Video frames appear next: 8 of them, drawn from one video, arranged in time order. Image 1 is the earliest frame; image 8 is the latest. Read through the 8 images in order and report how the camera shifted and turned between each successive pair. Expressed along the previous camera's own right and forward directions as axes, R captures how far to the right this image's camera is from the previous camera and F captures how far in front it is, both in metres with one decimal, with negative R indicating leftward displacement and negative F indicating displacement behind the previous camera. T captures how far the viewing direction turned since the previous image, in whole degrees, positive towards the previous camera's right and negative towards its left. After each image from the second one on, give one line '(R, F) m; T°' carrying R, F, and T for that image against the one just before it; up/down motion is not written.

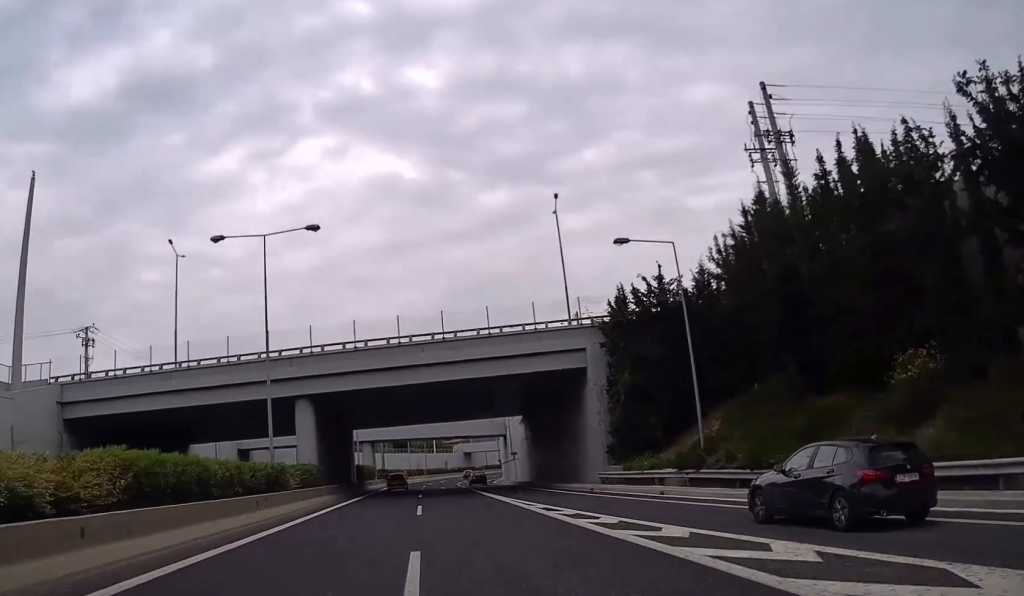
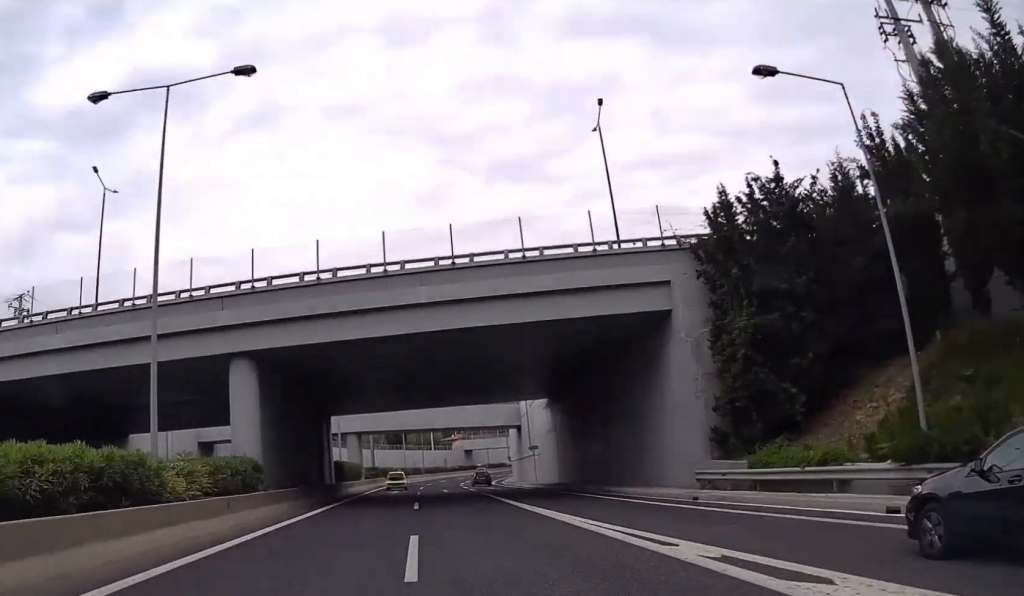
(0.0, +15.0) m; 0°
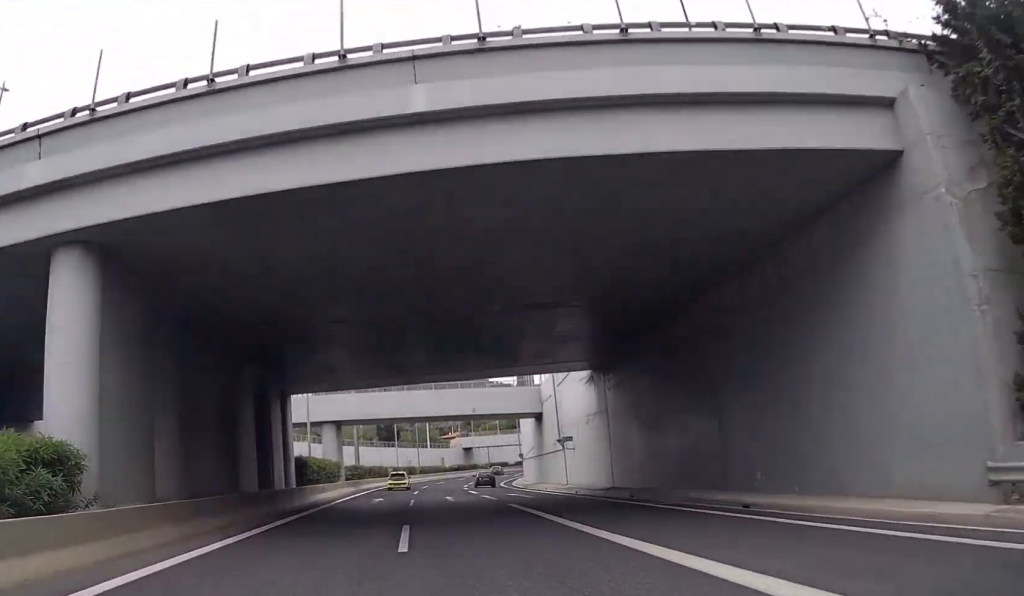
(+0.1, +15.9) m; 0°
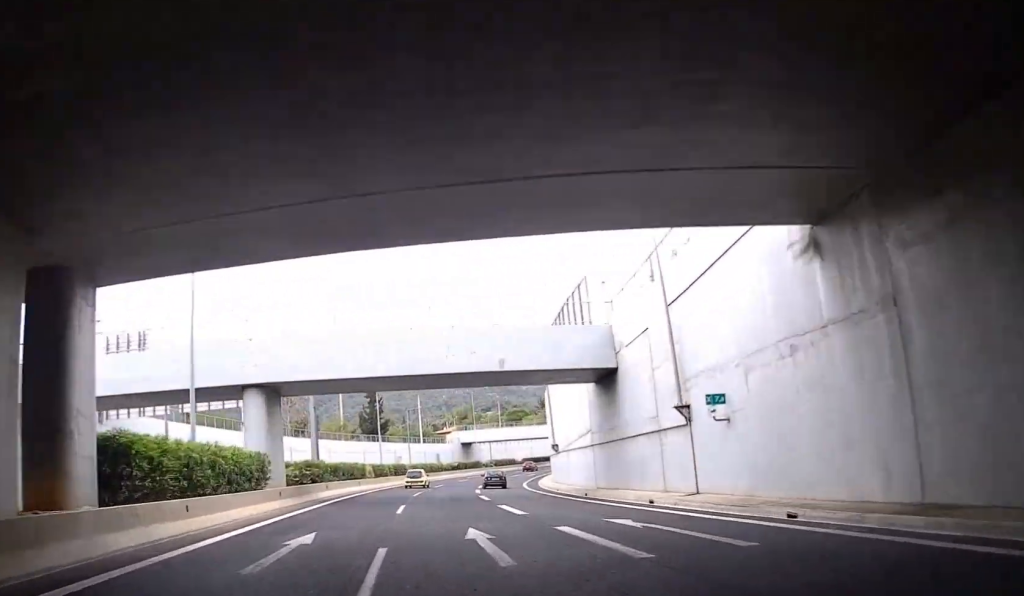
(0.0, +24.1) m; 0°
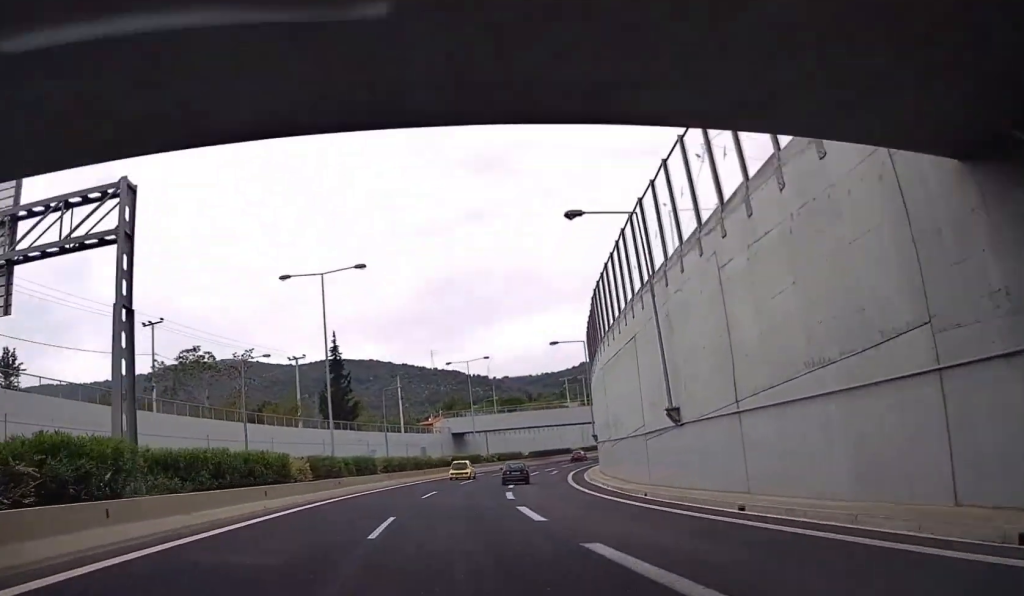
(+0.1, +27.4) m; +1°
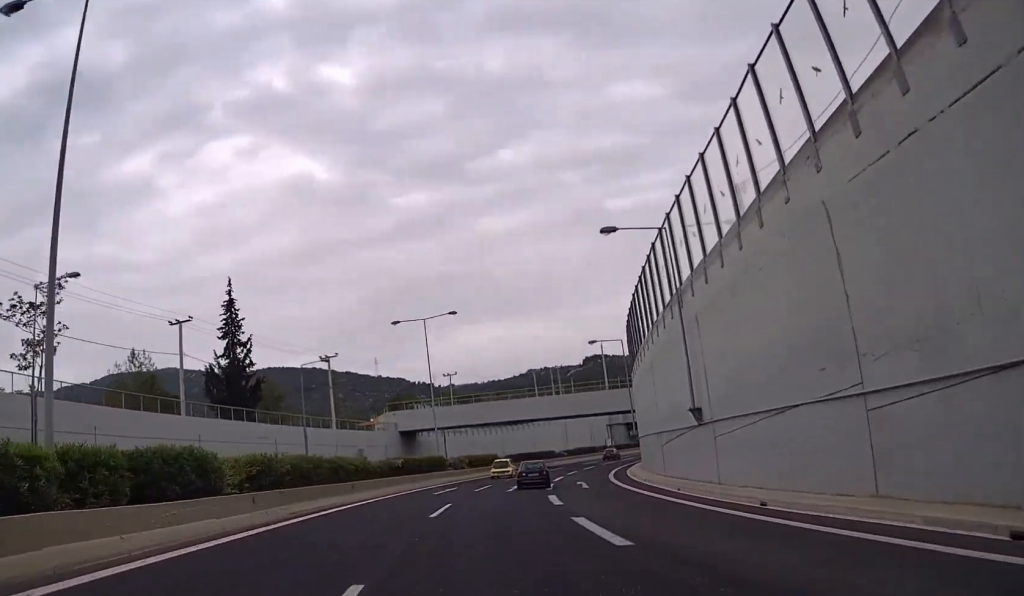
(+0.7, +30.6) m; +4°
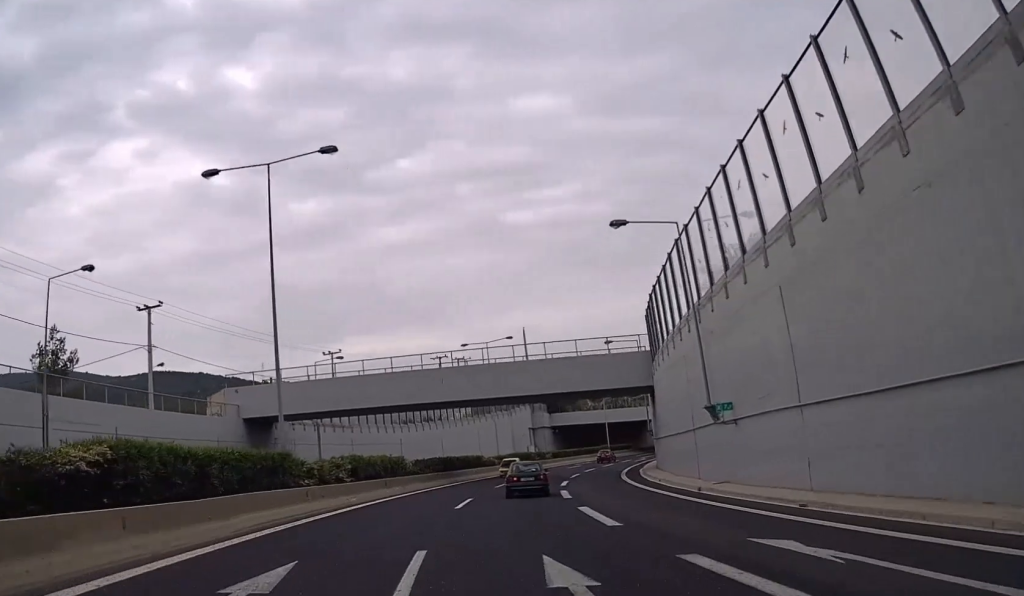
(+1.5, +33.4) m; +7°
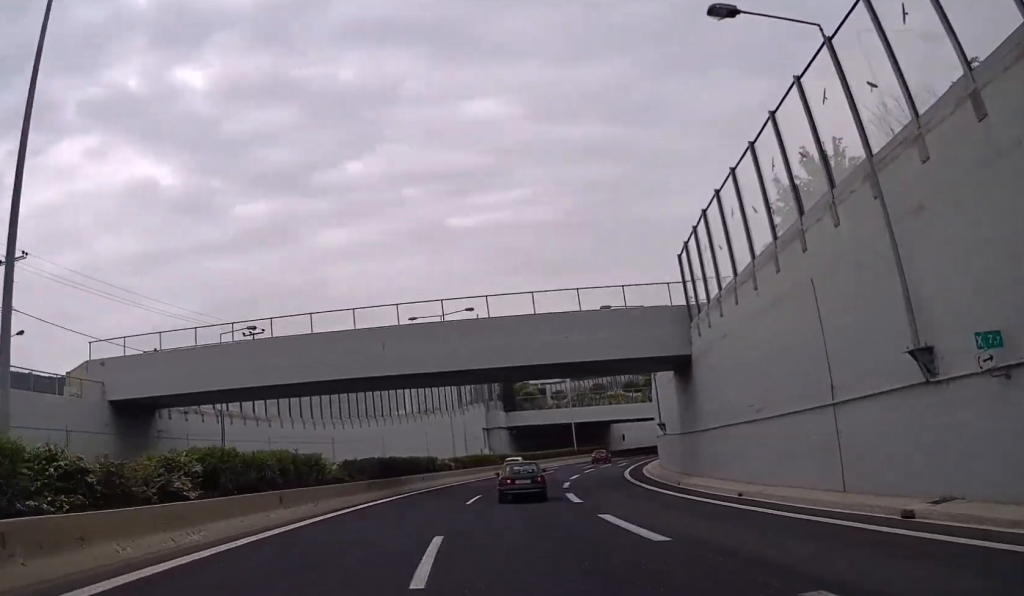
(+1.0, +16.1) m; +4°
